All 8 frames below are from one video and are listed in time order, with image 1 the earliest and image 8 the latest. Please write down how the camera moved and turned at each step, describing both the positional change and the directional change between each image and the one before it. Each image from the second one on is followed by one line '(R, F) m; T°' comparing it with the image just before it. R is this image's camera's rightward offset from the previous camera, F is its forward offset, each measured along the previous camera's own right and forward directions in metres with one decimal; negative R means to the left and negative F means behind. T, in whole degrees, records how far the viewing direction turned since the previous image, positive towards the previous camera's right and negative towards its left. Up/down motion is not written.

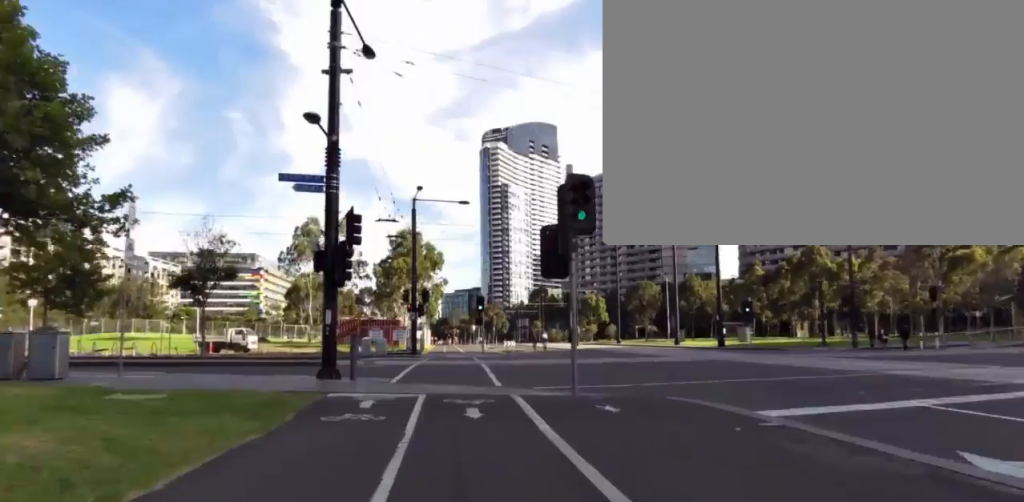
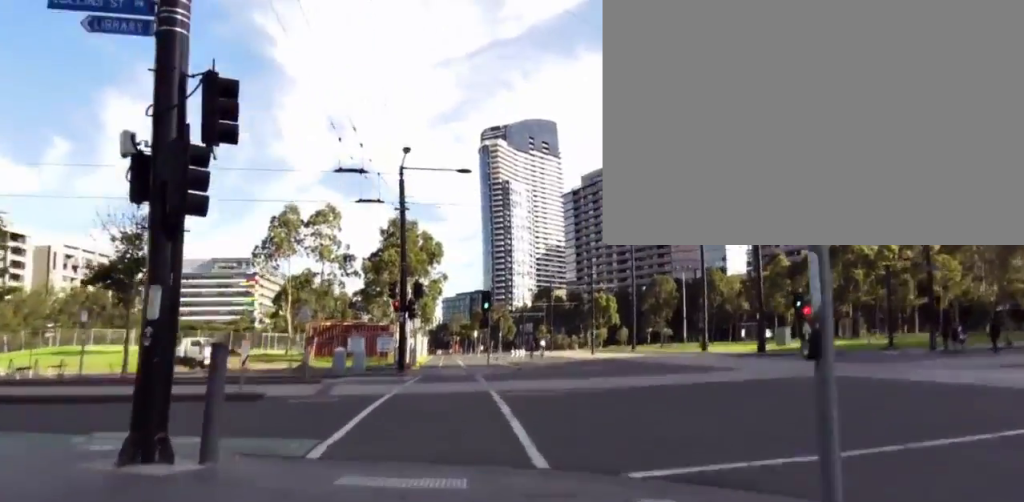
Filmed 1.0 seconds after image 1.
(+0.1, +7.8) m; -1°
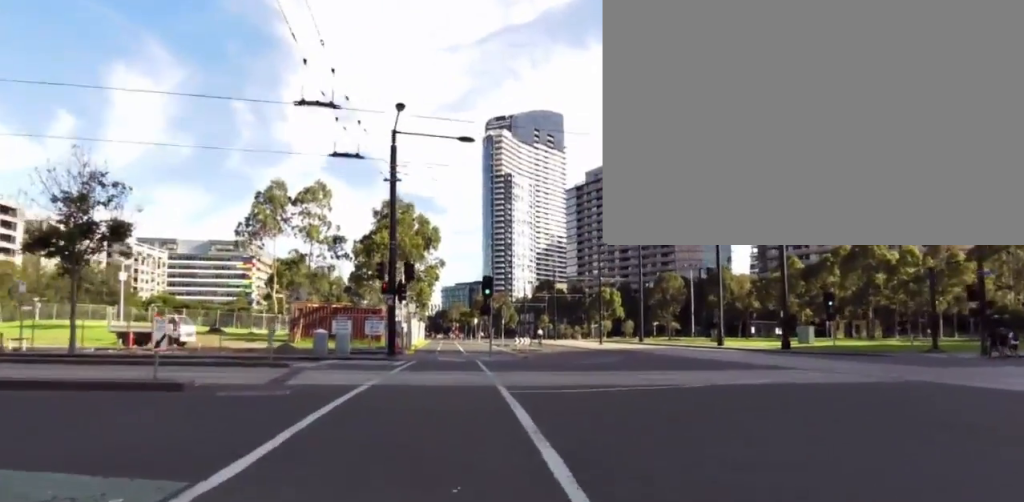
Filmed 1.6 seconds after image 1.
(-0.6, +3.8) m; -1°
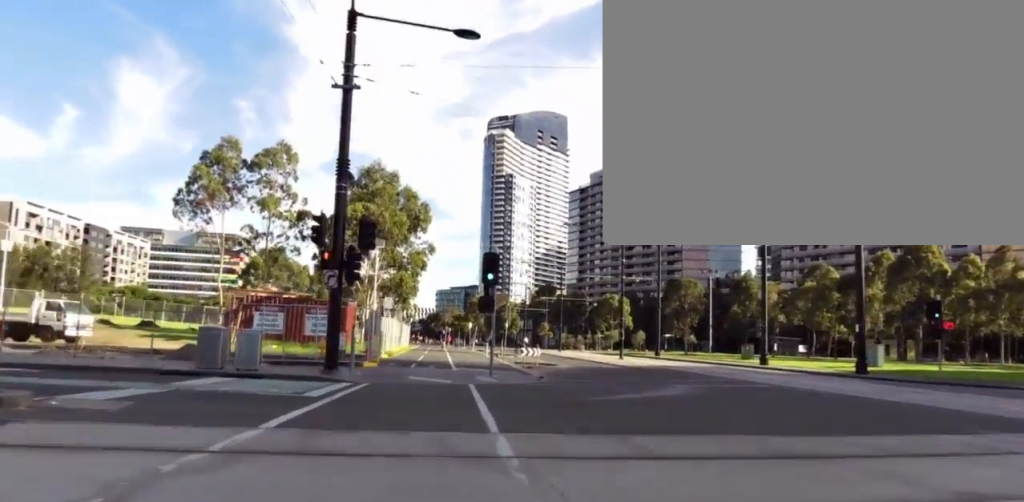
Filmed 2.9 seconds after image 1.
(+0.9, +10.1) m; -1°
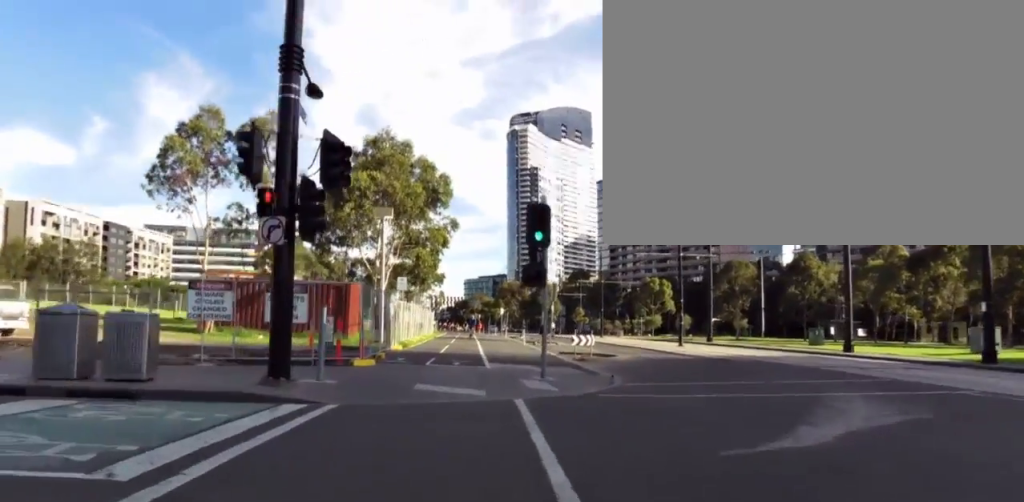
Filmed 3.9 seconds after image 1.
(-0.6, +7.2) m; -7°
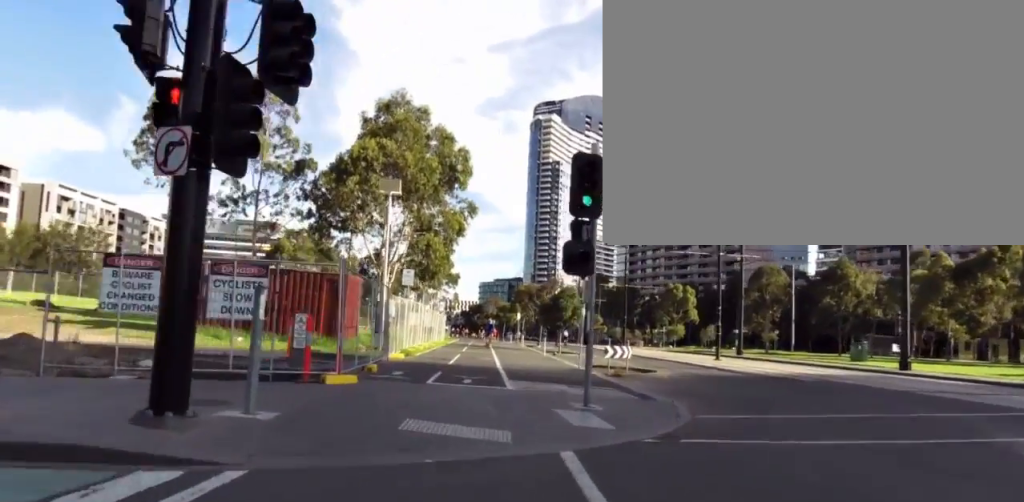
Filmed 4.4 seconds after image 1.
(-0.1, +3.7) m; -2°
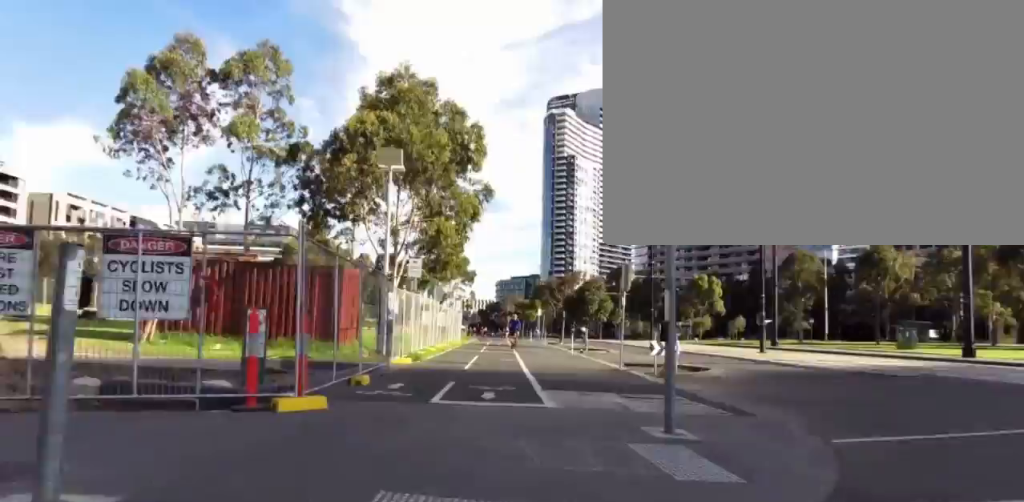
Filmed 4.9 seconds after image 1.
(0.0, +3.3) m; -1°
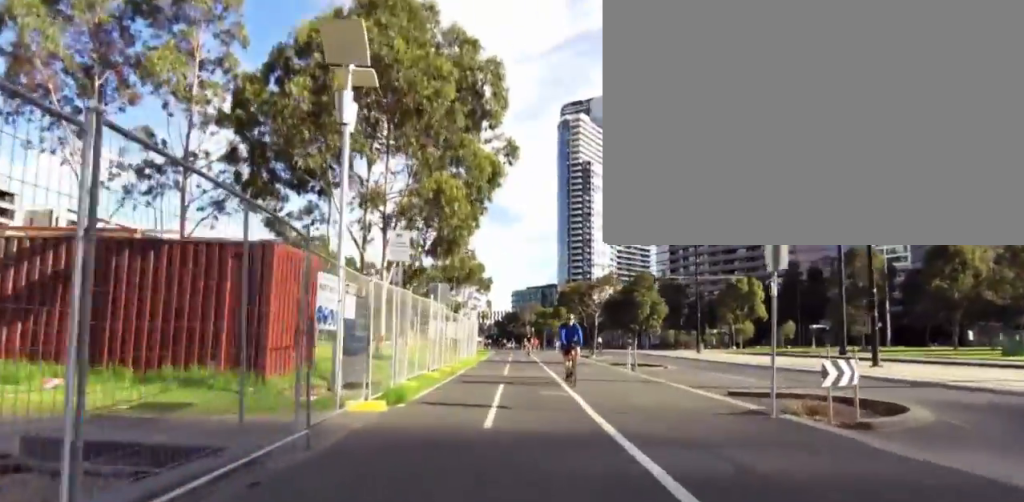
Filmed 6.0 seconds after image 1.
(0.0, +7.3) m; +4°
